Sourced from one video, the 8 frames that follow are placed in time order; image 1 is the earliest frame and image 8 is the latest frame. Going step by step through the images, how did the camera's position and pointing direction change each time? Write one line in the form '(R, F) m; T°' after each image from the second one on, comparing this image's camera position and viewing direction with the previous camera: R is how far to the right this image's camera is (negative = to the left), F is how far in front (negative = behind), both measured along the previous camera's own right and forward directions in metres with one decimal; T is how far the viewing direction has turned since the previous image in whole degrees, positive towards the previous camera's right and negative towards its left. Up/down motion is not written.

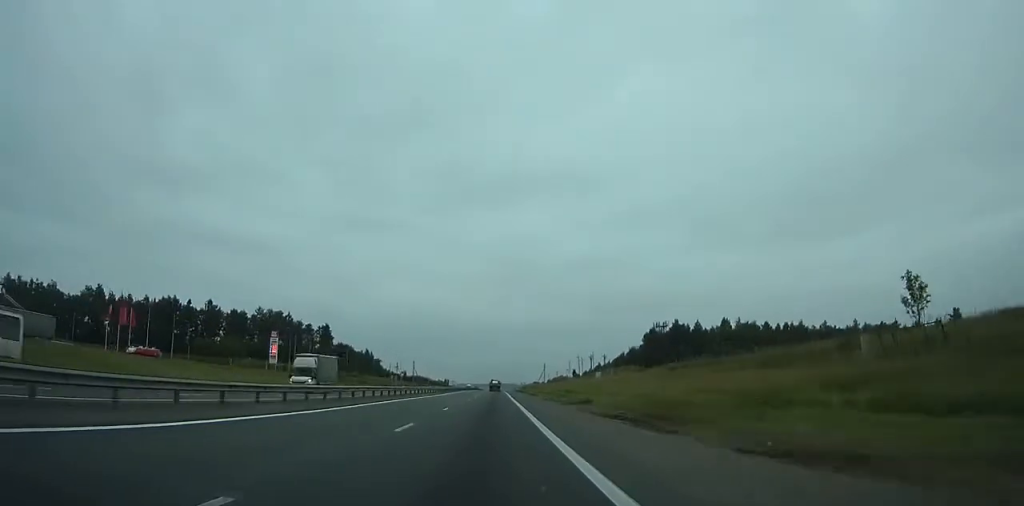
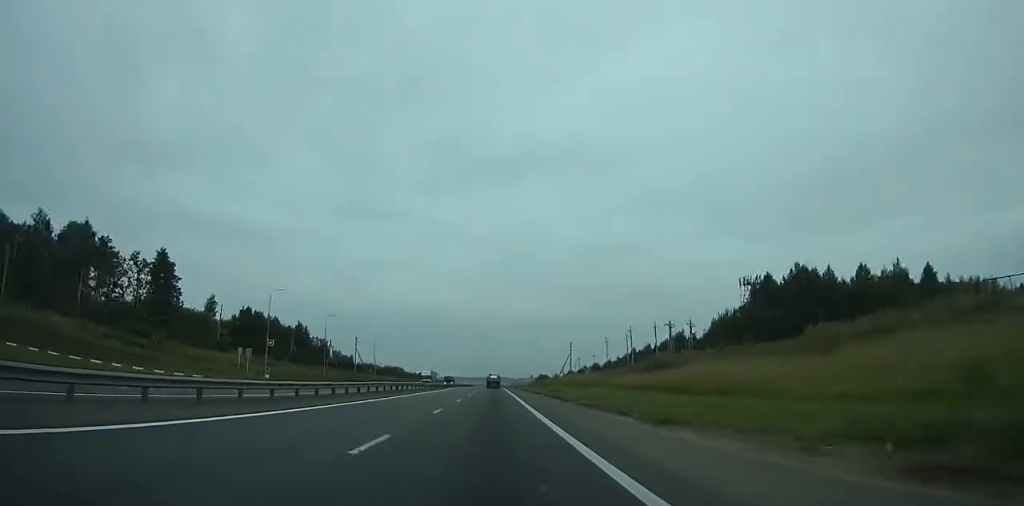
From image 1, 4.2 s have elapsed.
(-0.1, +100.4) m; 0°
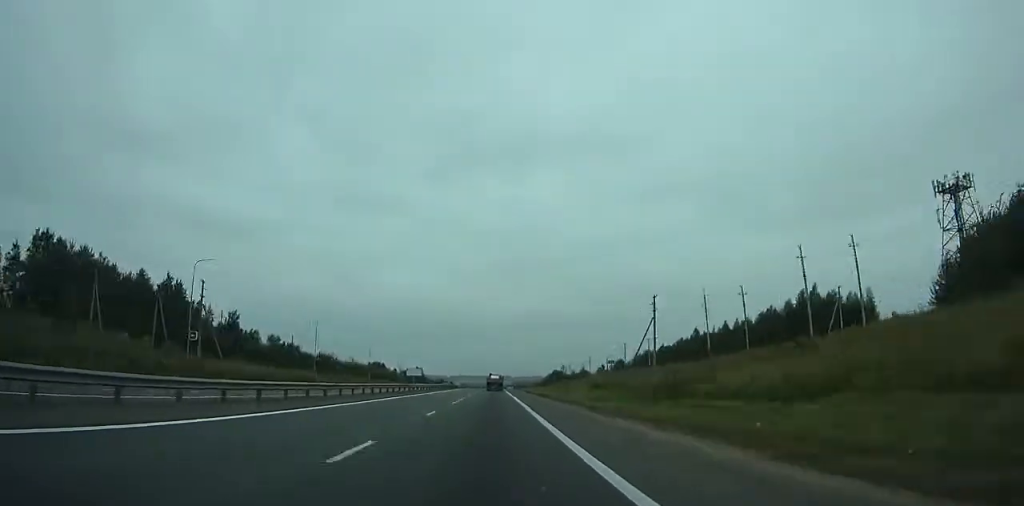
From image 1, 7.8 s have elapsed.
(+0.1, +84.8) m; 0°
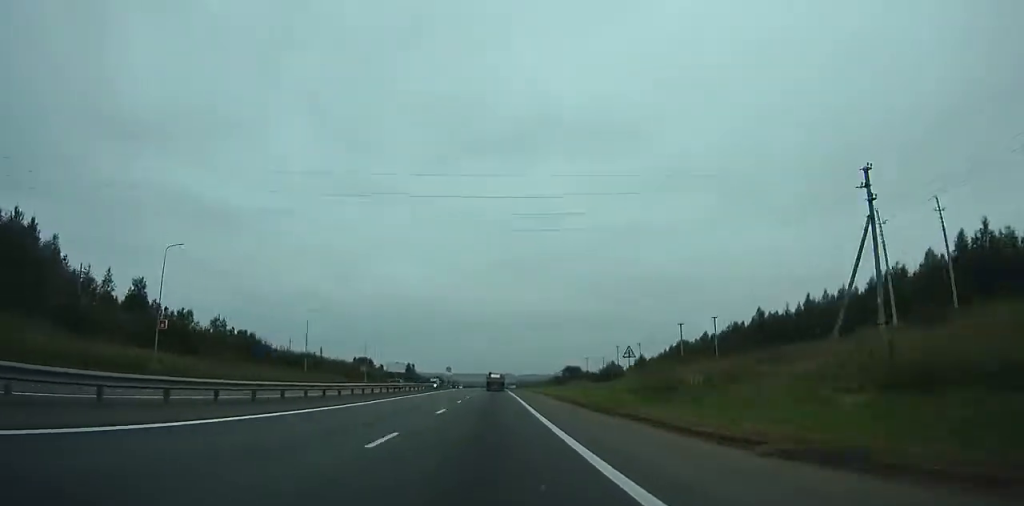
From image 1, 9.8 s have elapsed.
(0.0, +46.5) m; 0°
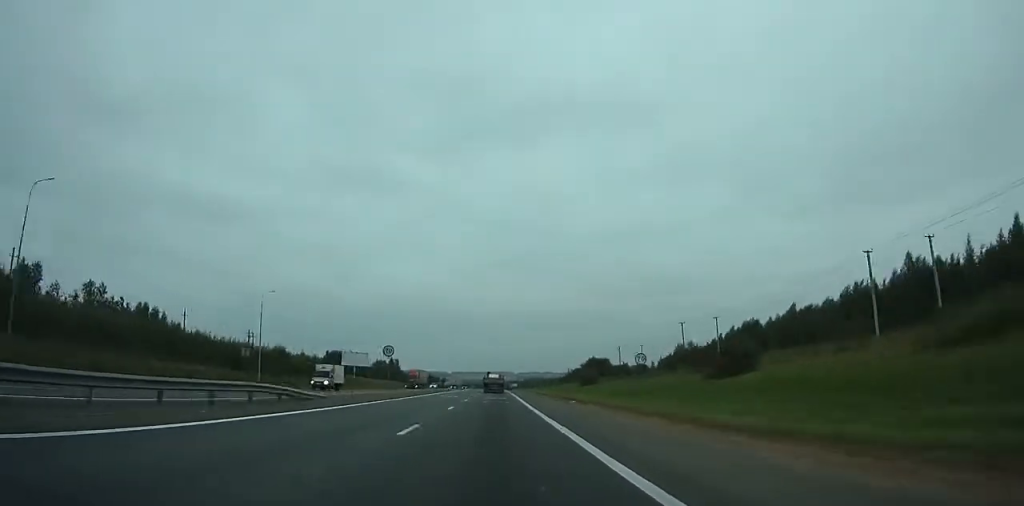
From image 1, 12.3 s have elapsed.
(-0.1, +57.8) m; 0°
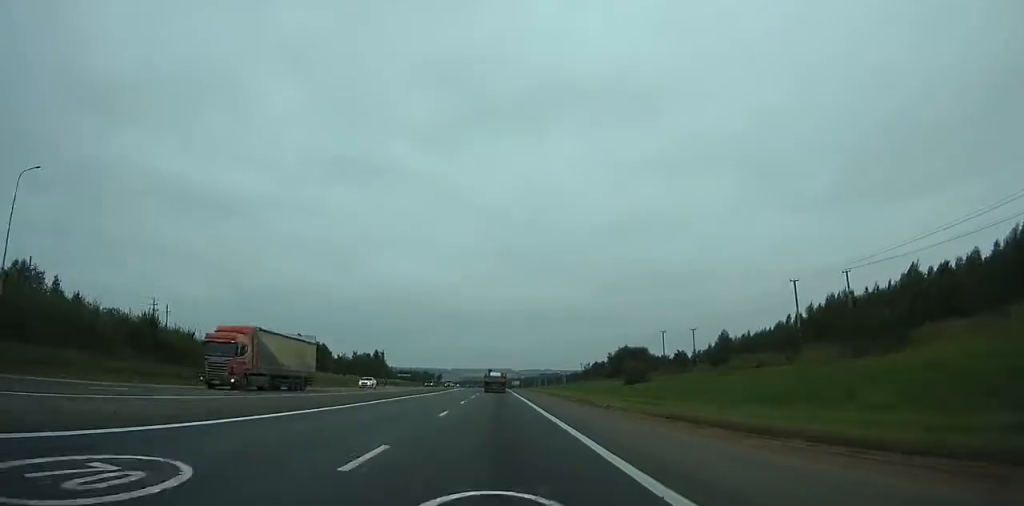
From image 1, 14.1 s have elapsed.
(0.0, +41.4) m; 0°
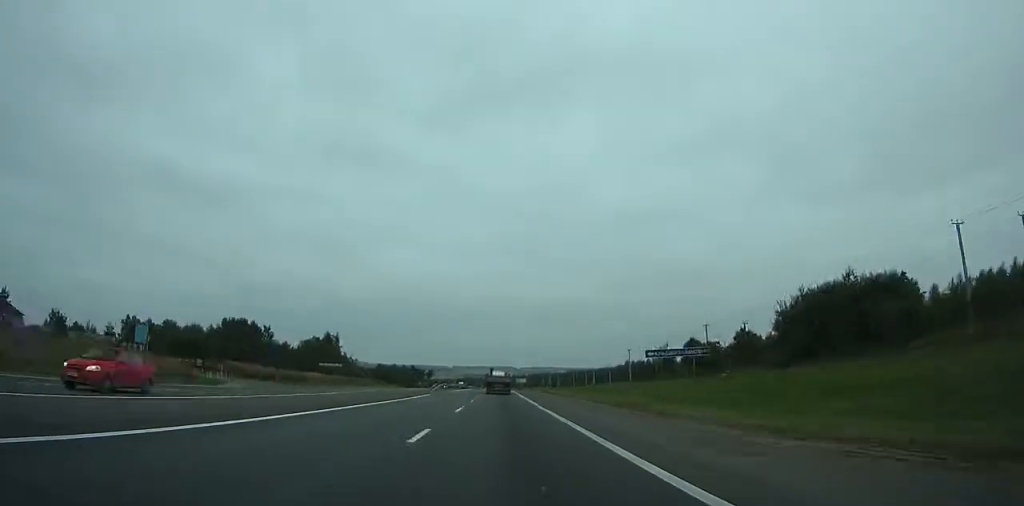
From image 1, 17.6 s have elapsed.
(-0.1, +80.2) m; 0°
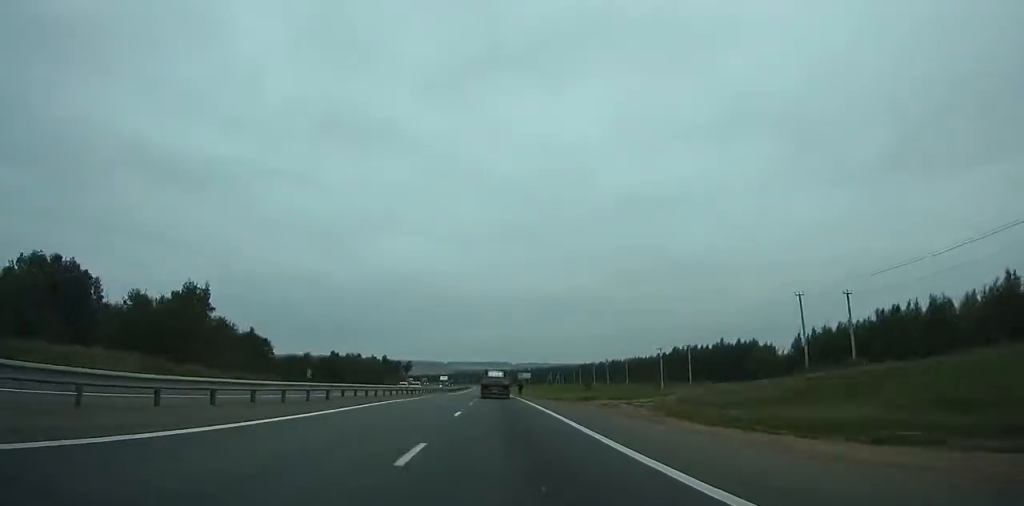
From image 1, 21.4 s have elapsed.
(+0.2, +87.0) m; 0°
